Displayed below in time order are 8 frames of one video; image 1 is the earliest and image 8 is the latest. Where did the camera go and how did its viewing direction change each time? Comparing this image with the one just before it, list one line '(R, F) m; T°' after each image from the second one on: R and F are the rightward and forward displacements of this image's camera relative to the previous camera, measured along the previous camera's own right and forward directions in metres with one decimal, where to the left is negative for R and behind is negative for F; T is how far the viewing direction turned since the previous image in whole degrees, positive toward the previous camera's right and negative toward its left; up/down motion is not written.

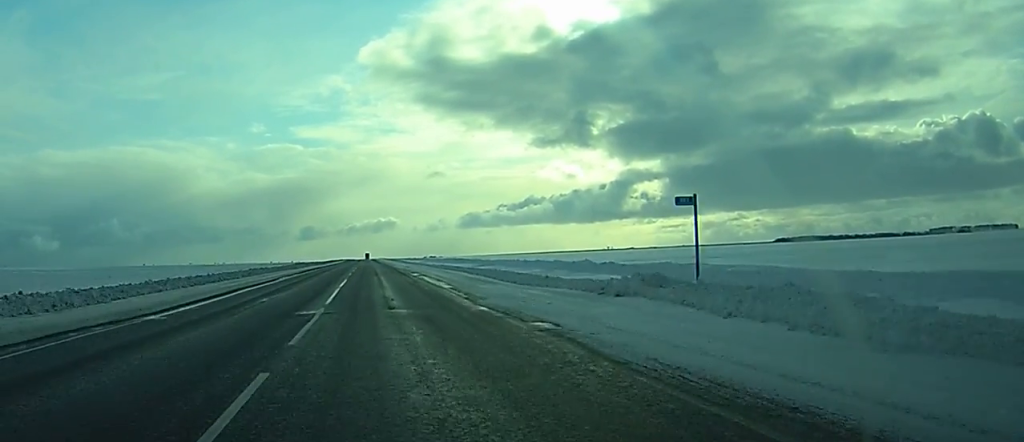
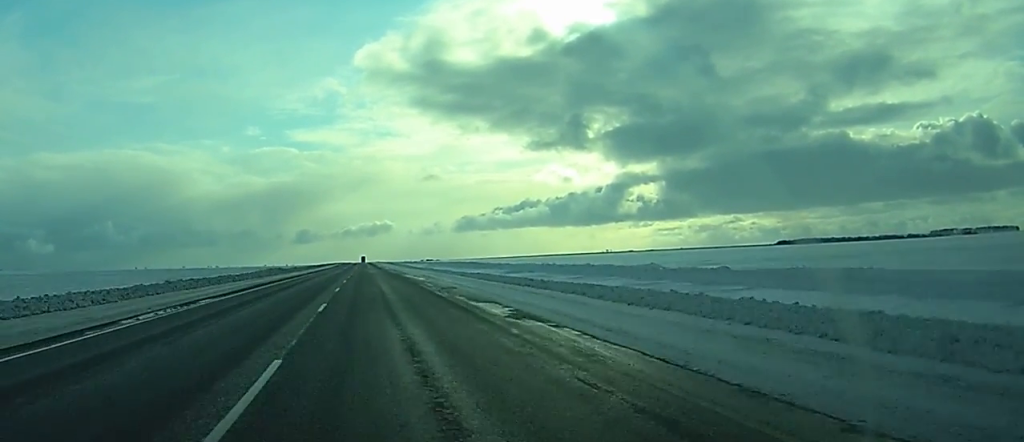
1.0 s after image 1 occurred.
(+0.1, +33.8) m; 0°
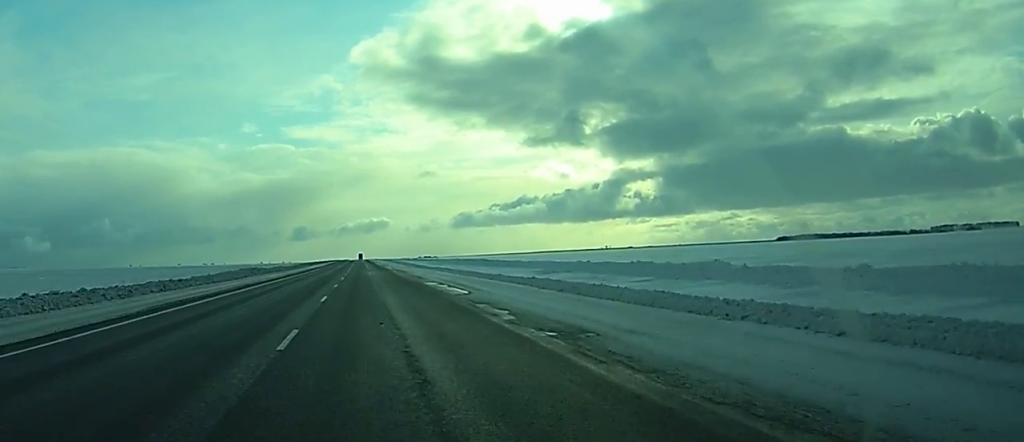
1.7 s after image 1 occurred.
(+0.1, +20.8) m; 0°
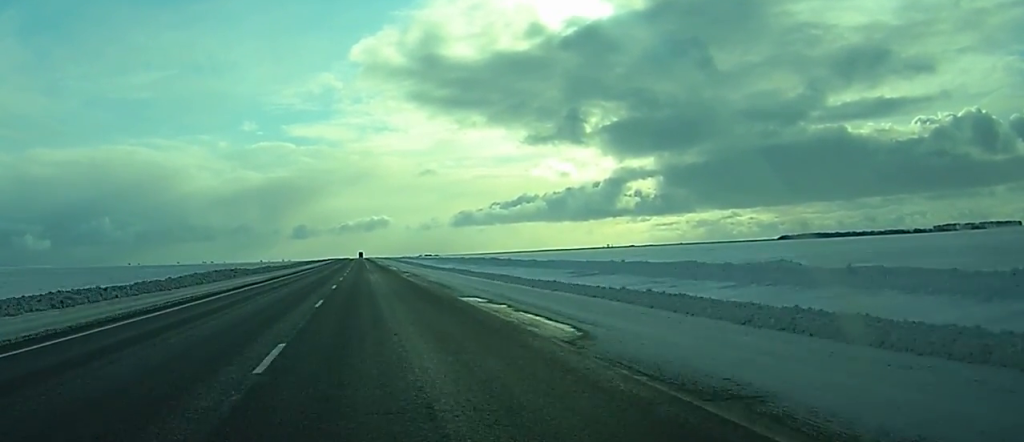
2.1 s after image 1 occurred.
(0.0, +14.2) m; 0°
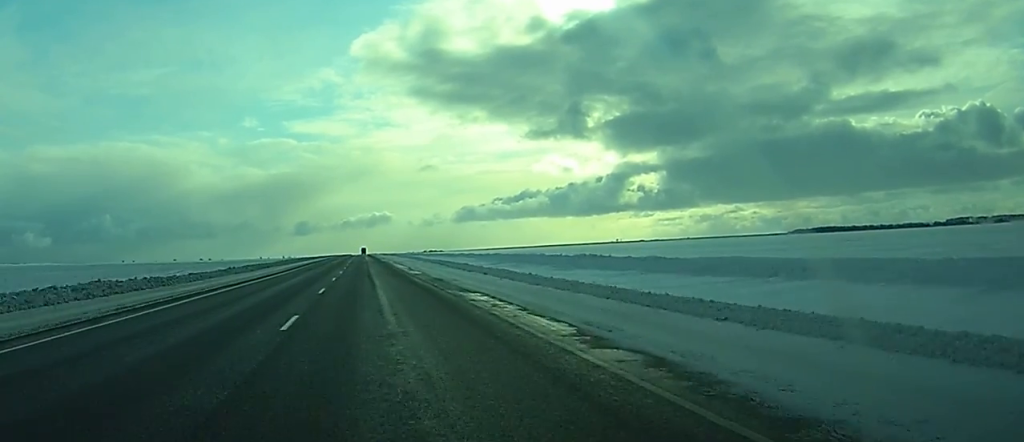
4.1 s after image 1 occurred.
(-0.1, +67.2) m; 0°
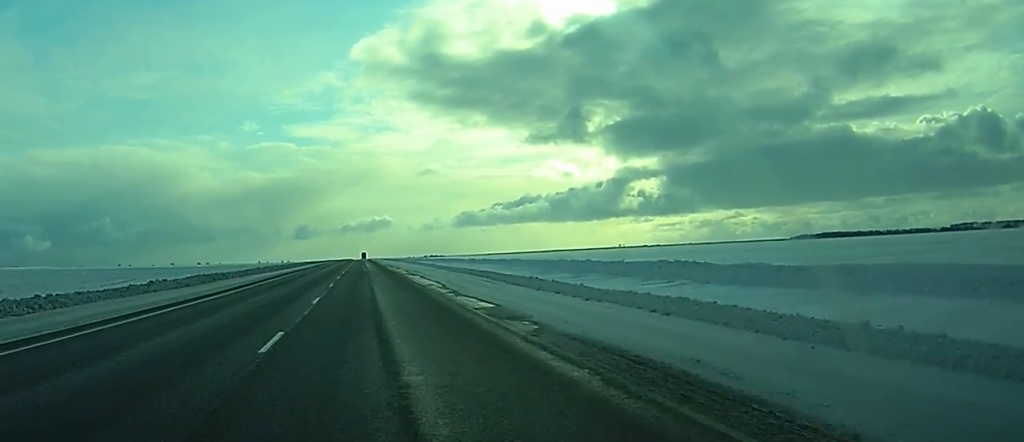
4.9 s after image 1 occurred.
(+0.1, +26.7) m; 0°
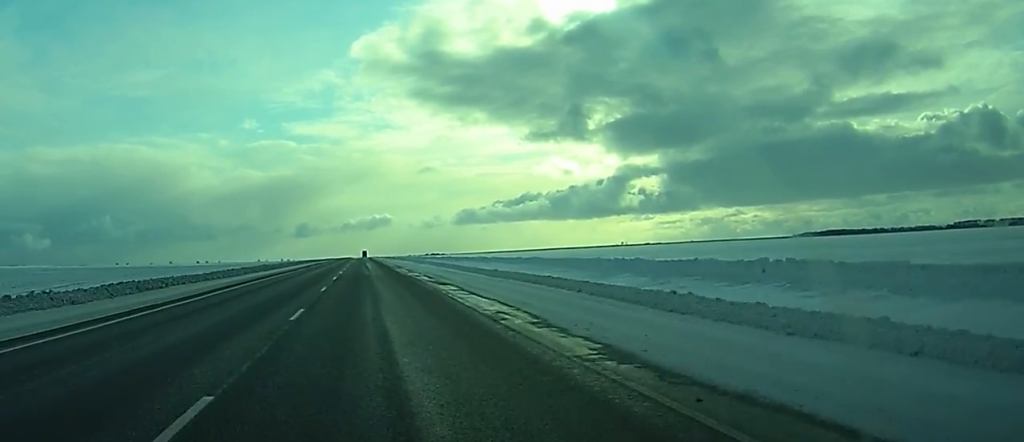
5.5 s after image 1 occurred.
(+0.1, +18.9) m; 0°
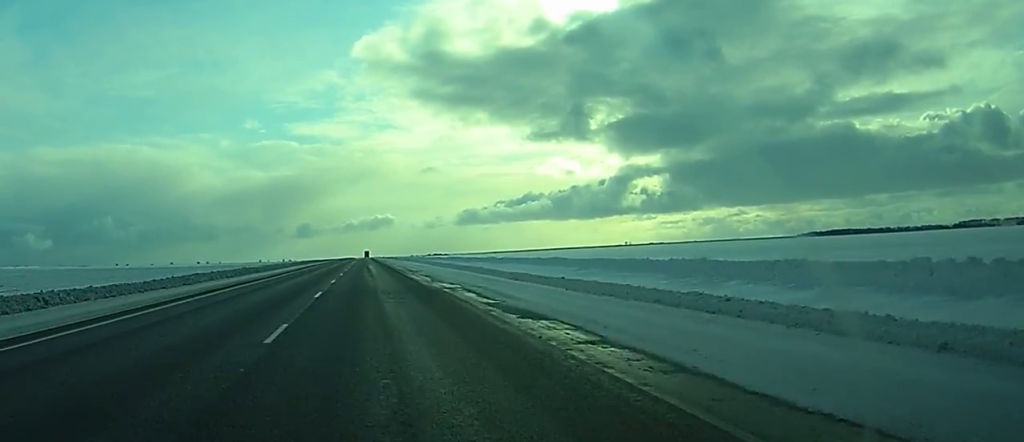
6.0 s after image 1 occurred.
(-0.1, +16.7) m; 0°
